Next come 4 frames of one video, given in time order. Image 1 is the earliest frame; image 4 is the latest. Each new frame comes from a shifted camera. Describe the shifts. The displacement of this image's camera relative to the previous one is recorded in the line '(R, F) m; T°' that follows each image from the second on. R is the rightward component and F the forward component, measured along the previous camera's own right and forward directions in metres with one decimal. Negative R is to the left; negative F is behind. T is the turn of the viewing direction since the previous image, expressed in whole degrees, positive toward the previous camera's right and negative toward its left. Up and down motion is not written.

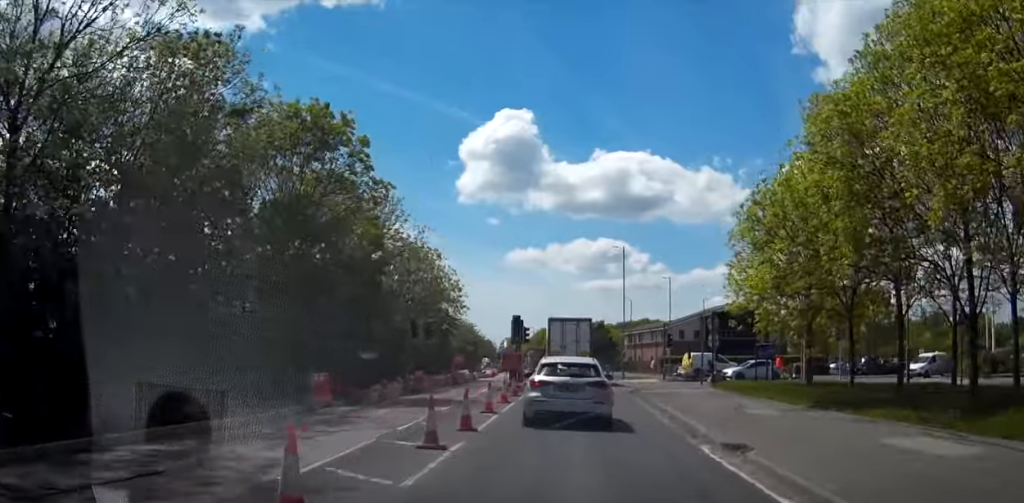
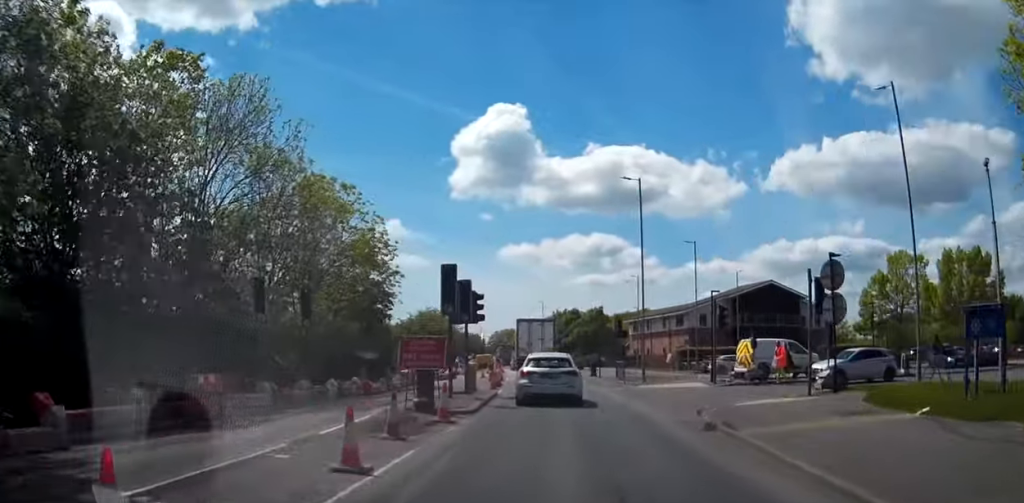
(-1.4, +20.9) m; -9°
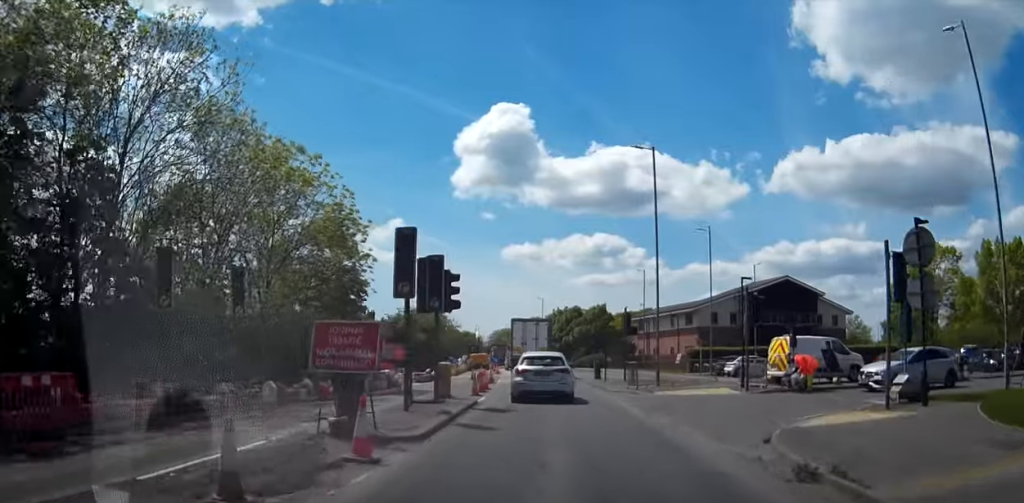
(-0.3, +5.4) m; -2°
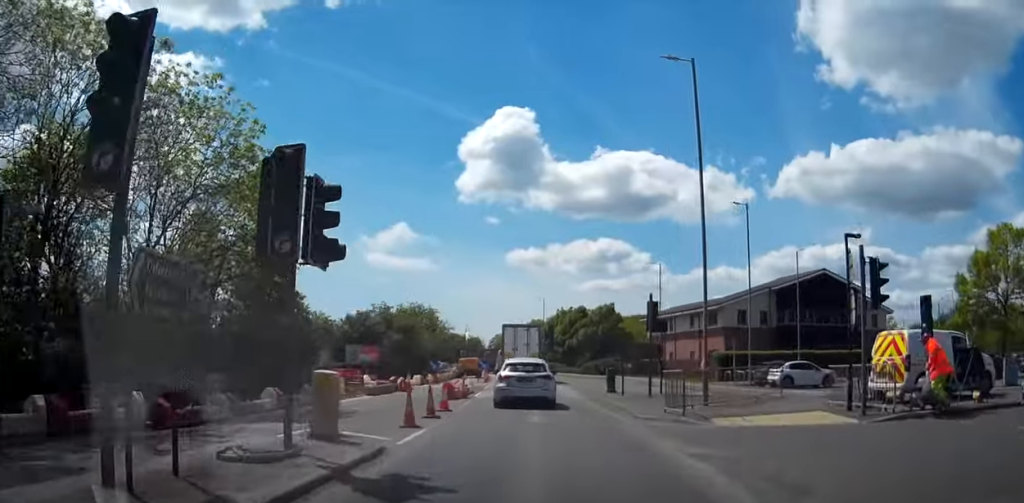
(+0.2, +10.0) m; +3°
